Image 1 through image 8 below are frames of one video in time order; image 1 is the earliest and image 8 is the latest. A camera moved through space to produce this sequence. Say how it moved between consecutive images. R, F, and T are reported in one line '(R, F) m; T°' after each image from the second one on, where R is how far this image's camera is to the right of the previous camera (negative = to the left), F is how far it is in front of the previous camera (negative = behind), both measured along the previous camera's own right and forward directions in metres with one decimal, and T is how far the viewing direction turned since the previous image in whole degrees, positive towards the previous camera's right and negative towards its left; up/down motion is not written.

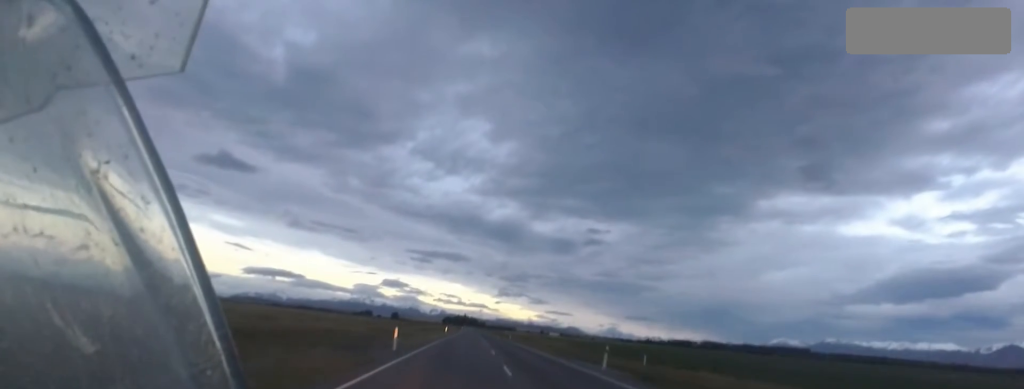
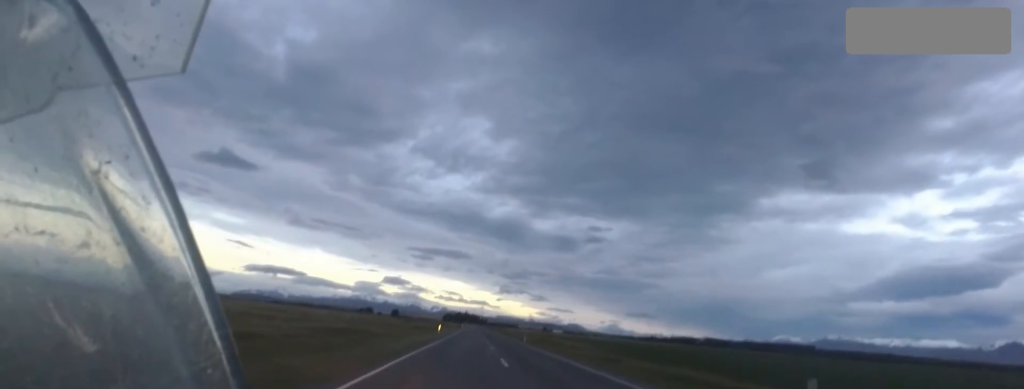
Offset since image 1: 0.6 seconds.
(+0.1, +17.4) m; 0°
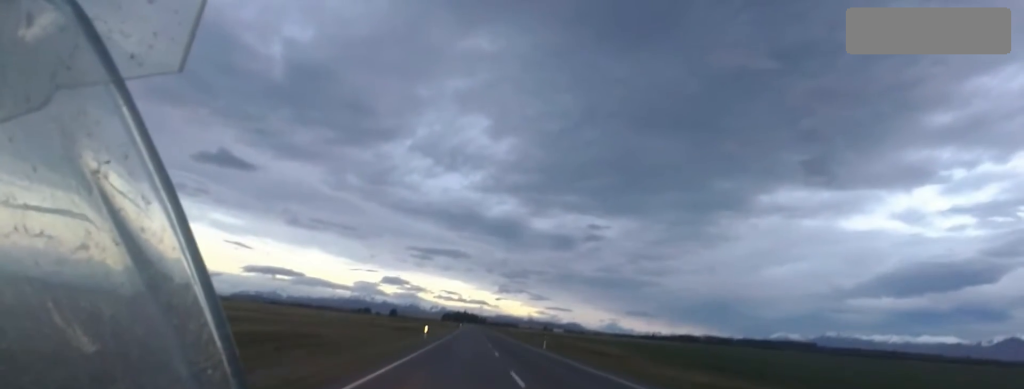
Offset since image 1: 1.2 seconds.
(-0.1, +14.6) m; 0°
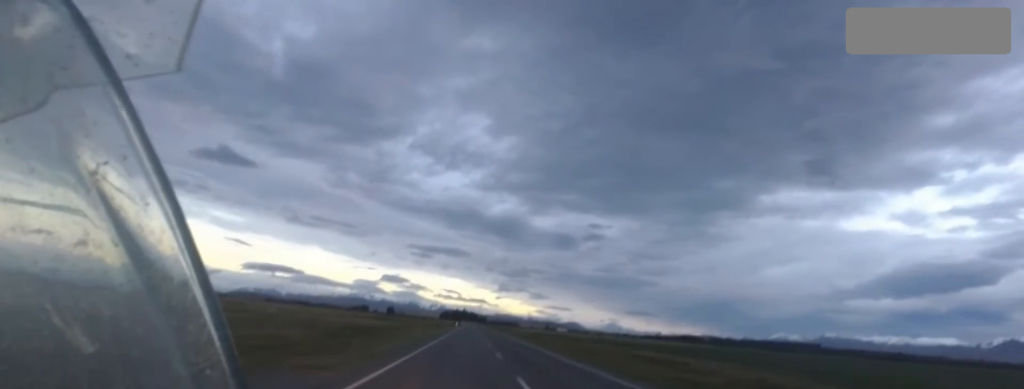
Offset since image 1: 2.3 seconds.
(-0.2, +31.2) m; 0°
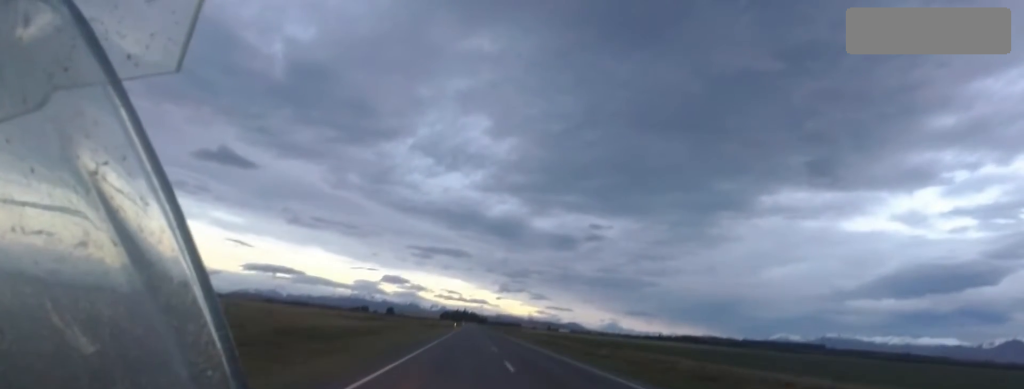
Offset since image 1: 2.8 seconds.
(+0.1, +14.8) m; 0°
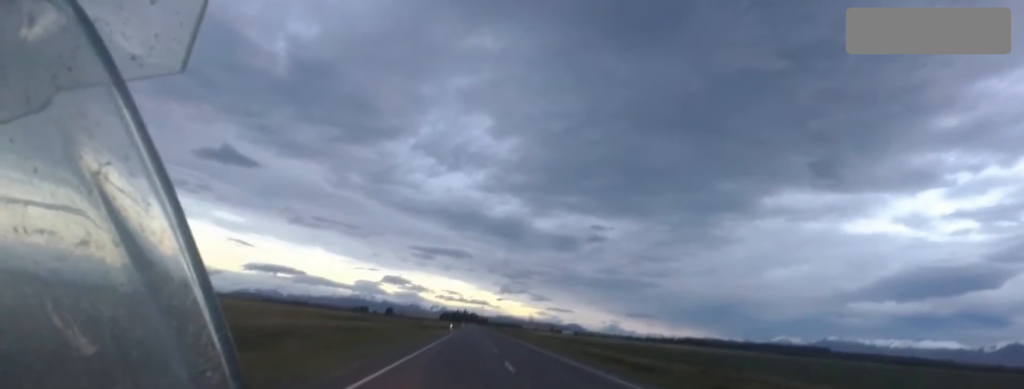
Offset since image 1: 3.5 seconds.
(+0.2, +19.5) m; 0°
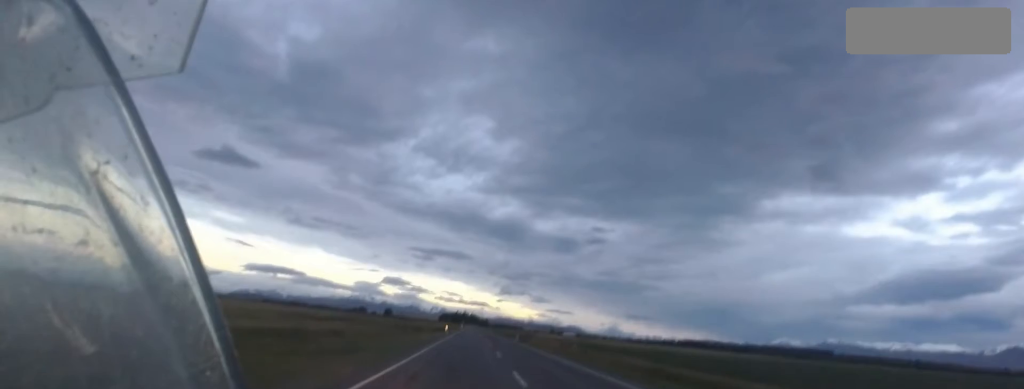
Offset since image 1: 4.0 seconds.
(-0.2, +13.5) m; 0°
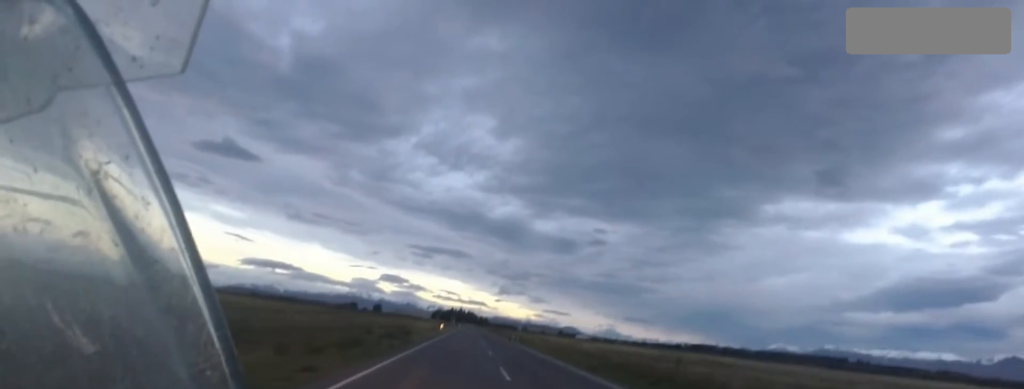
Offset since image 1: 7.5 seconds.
(+2.4, +99.8) m; 0°
